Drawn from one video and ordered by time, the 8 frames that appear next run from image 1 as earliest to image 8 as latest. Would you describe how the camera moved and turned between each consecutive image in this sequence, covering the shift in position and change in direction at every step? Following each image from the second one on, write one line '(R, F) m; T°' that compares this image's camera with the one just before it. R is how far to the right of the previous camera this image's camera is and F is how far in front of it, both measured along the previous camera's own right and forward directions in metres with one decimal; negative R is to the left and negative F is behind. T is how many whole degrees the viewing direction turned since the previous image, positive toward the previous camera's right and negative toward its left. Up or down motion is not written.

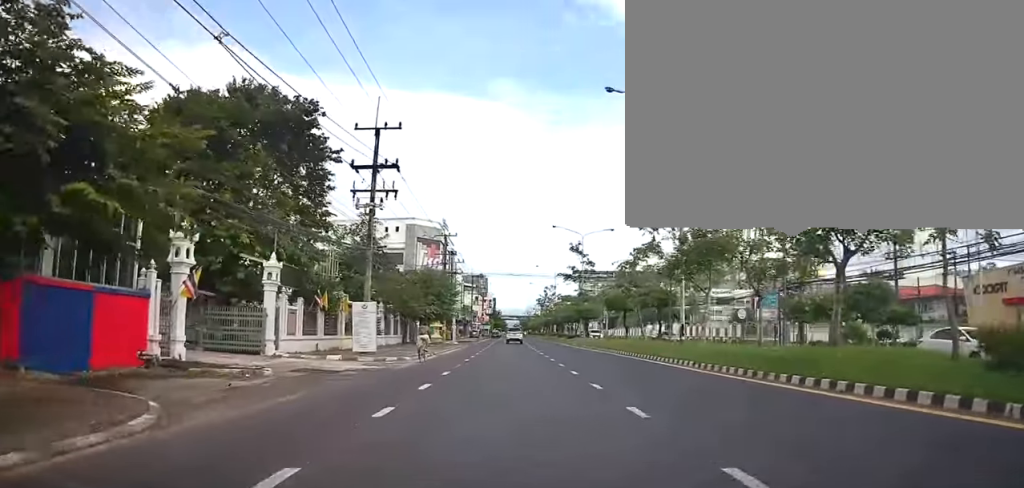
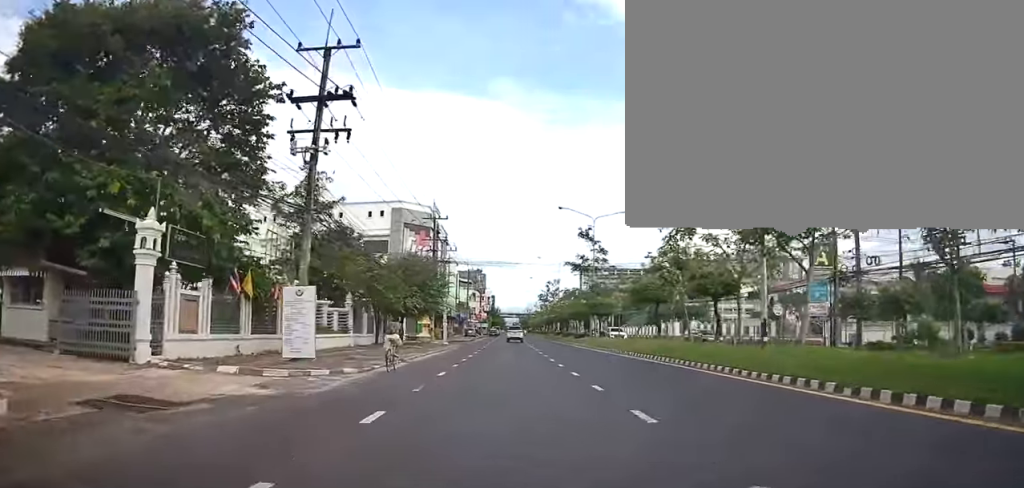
(+0.1, +8.9) m; +1°
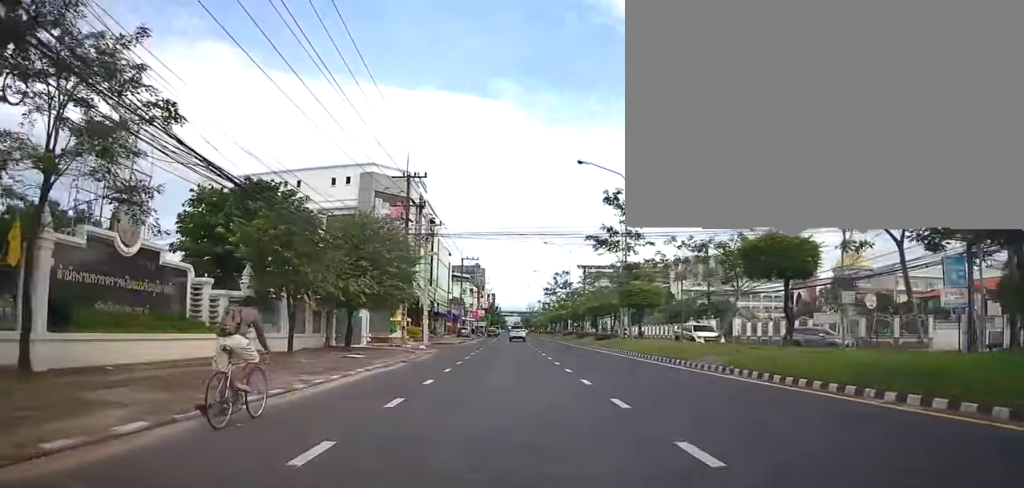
(+0.4, +14.7) m; 0°
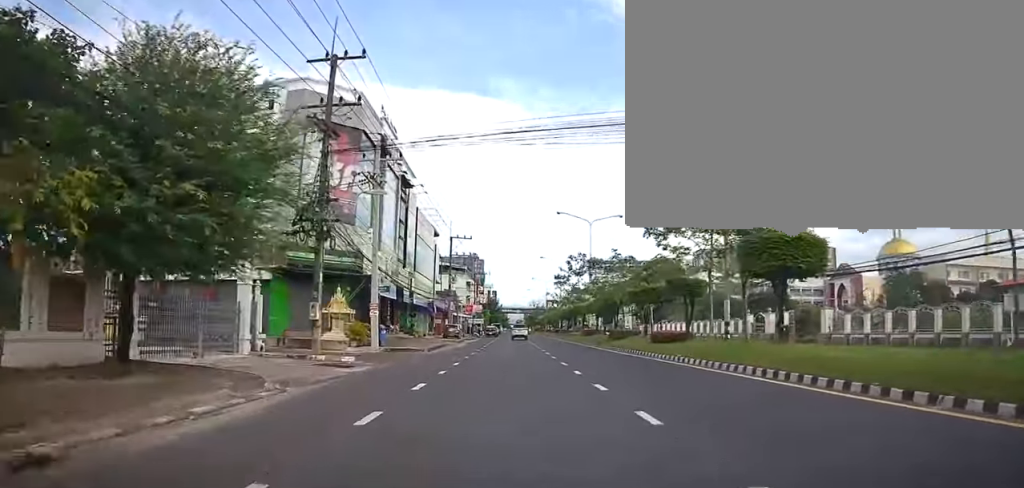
(-0.2, +18.2) m; 0°
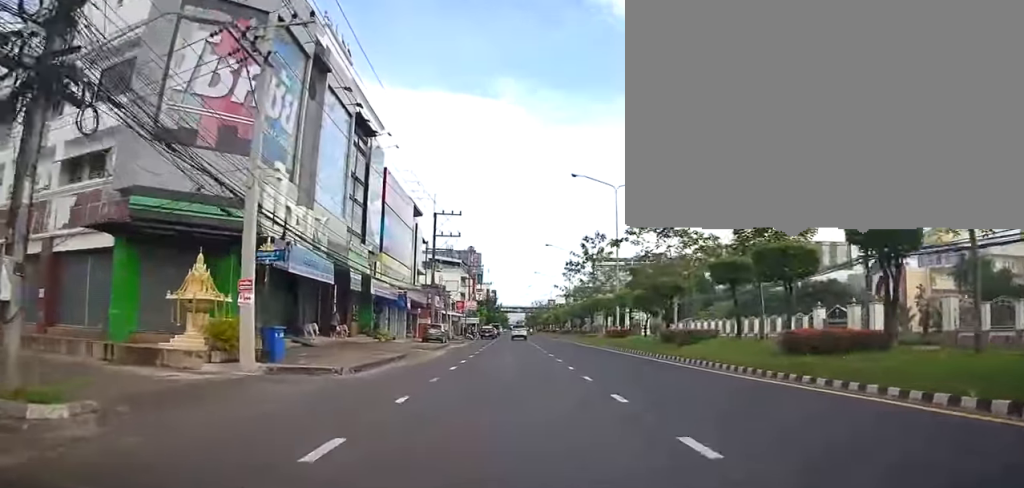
(0.0, +14.2) m; 0°
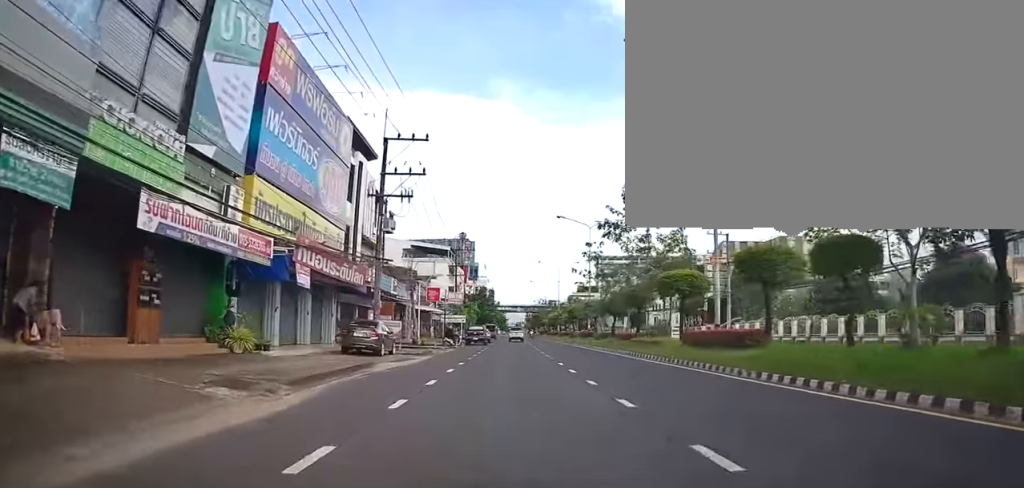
(+0.3, +21.1) m; 0°
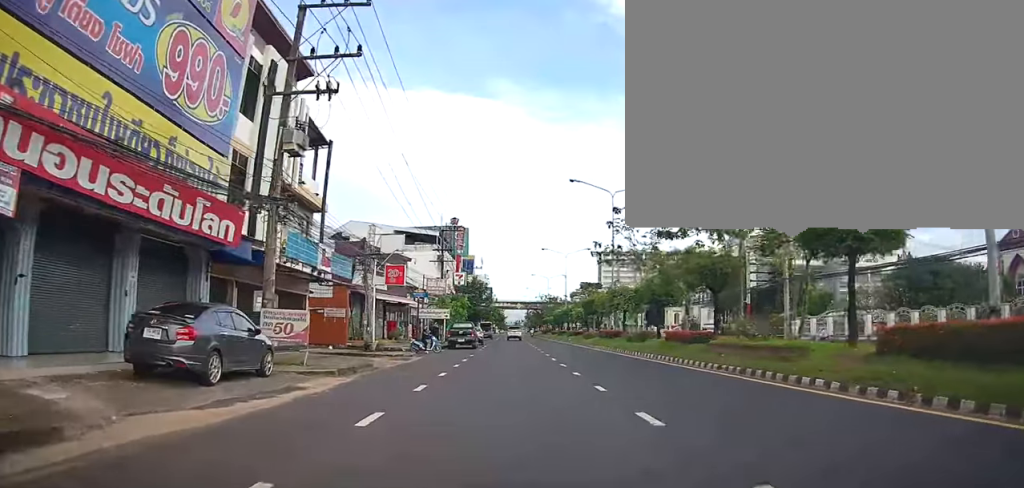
(-0.6, +13.8) m; 0°
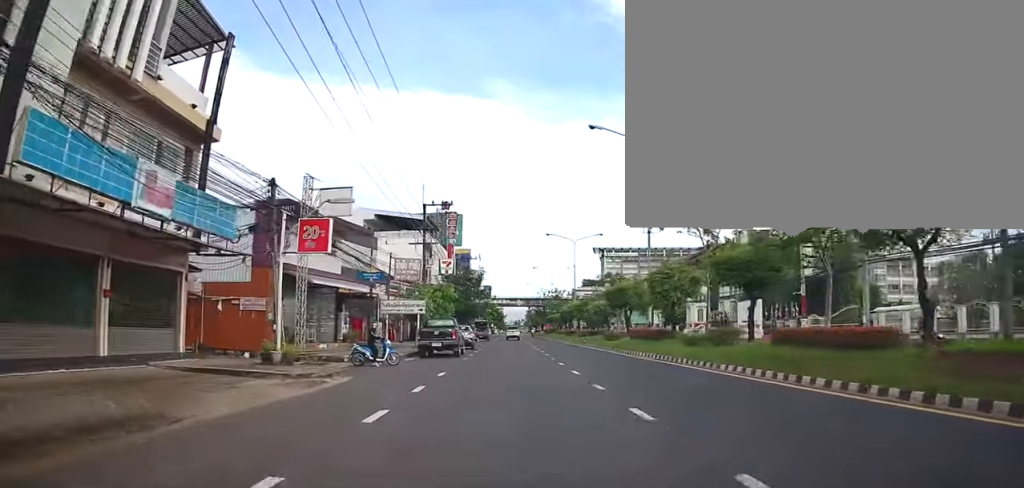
(+0.5, +11.9) m; 0°
